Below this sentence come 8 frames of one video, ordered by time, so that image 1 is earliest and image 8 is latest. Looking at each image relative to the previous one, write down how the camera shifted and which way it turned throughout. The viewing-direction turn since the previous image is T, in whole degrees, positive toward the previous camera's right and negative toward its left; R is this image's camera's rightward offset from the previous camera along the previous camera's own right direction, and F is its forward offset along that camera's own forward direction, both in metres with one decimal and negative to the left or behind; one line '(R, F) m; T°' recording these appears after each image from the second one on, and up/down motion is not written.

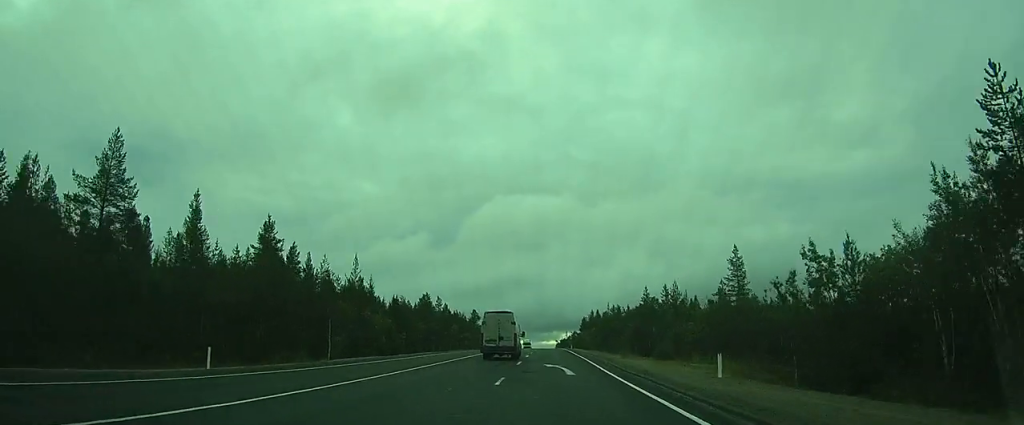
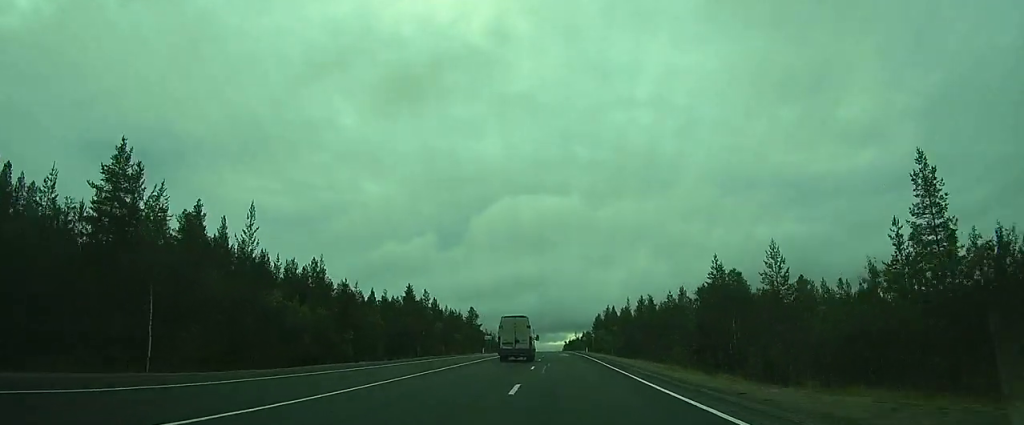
(-0.1, +23.9) m; -1°
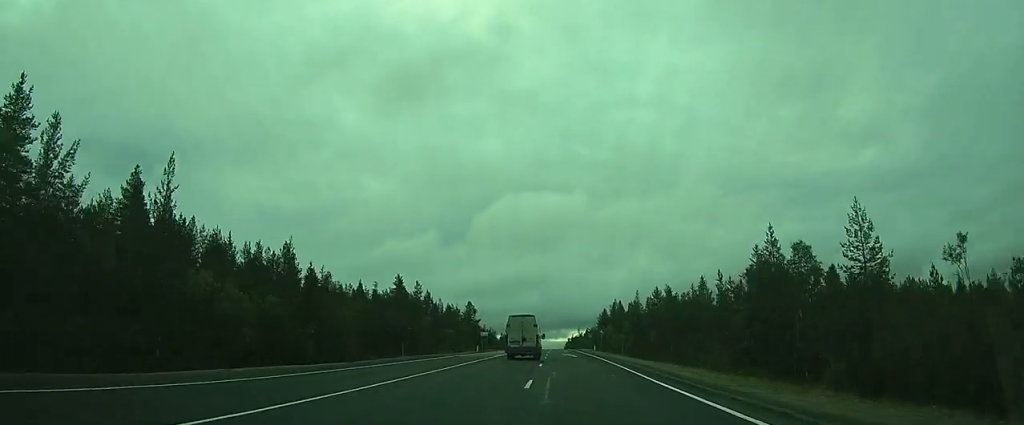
(-0.1, +9.3) m; -1°
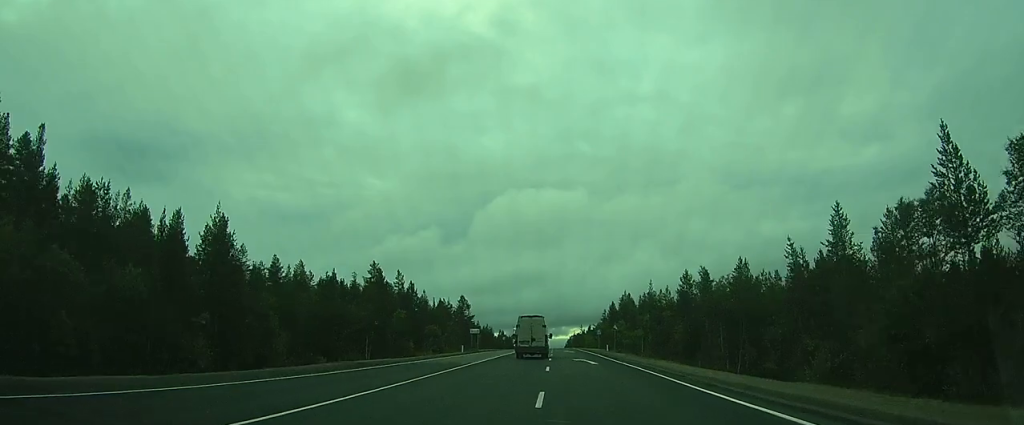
(-0.2, +14.0) m; -1°
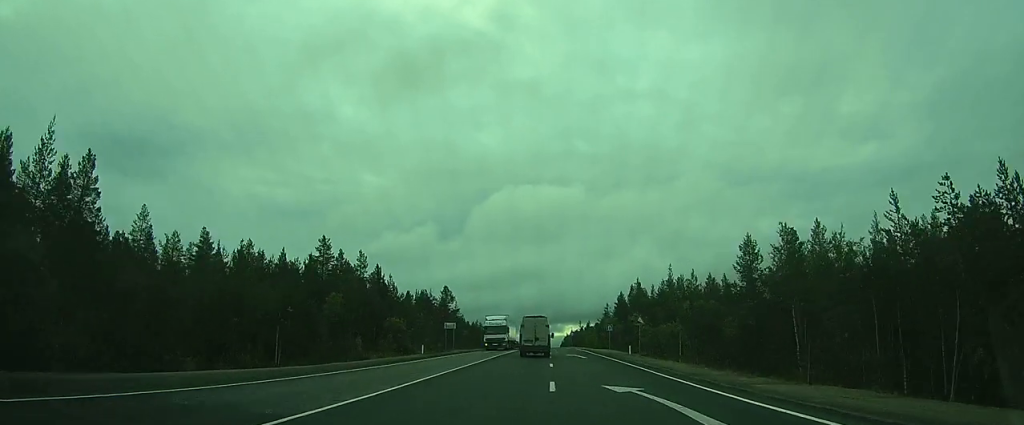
(0.0, +17.0) m; +1°
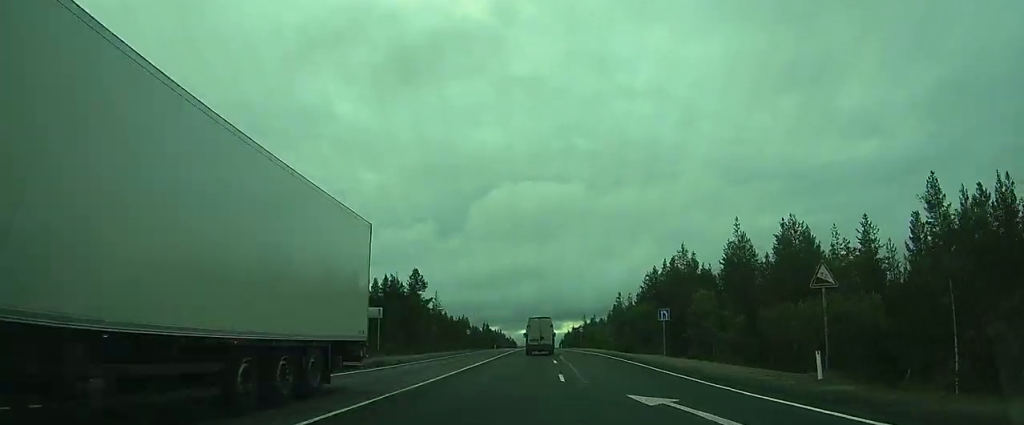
(+0.4, +27.4) m; +1°
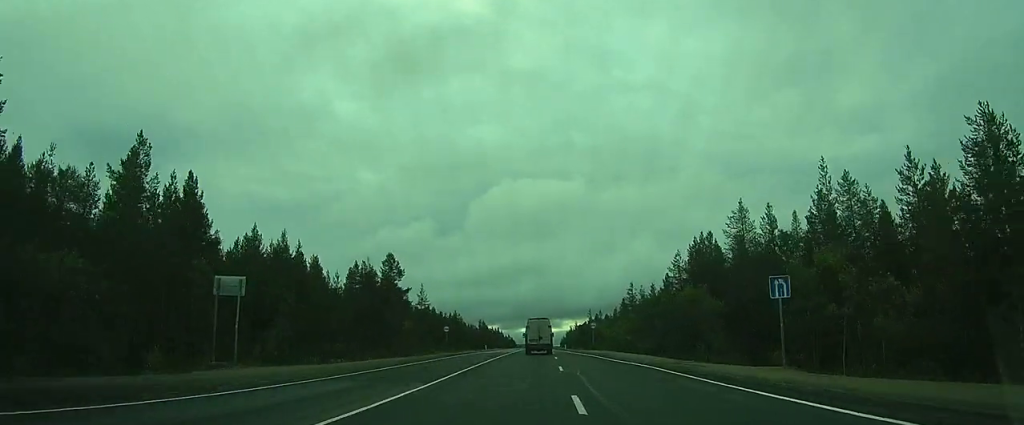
(-0.1, +18.9) m; 0°
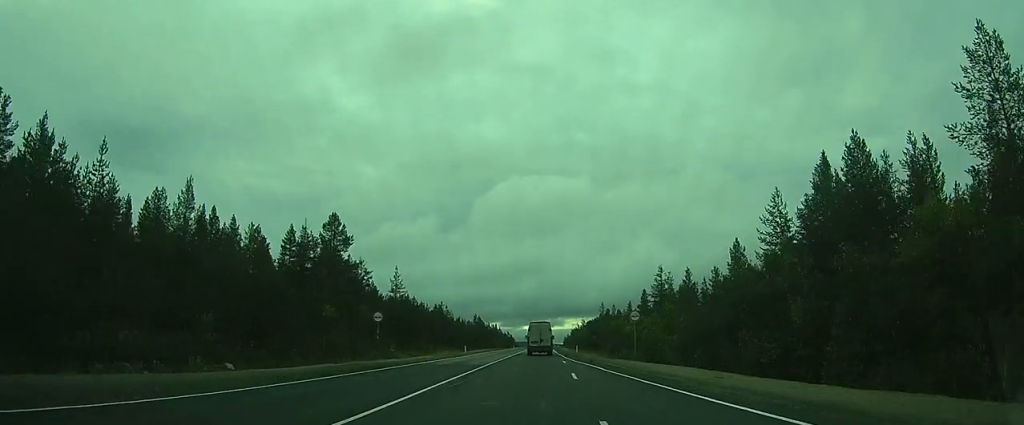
(+0.1, +29.4) m; +1°
